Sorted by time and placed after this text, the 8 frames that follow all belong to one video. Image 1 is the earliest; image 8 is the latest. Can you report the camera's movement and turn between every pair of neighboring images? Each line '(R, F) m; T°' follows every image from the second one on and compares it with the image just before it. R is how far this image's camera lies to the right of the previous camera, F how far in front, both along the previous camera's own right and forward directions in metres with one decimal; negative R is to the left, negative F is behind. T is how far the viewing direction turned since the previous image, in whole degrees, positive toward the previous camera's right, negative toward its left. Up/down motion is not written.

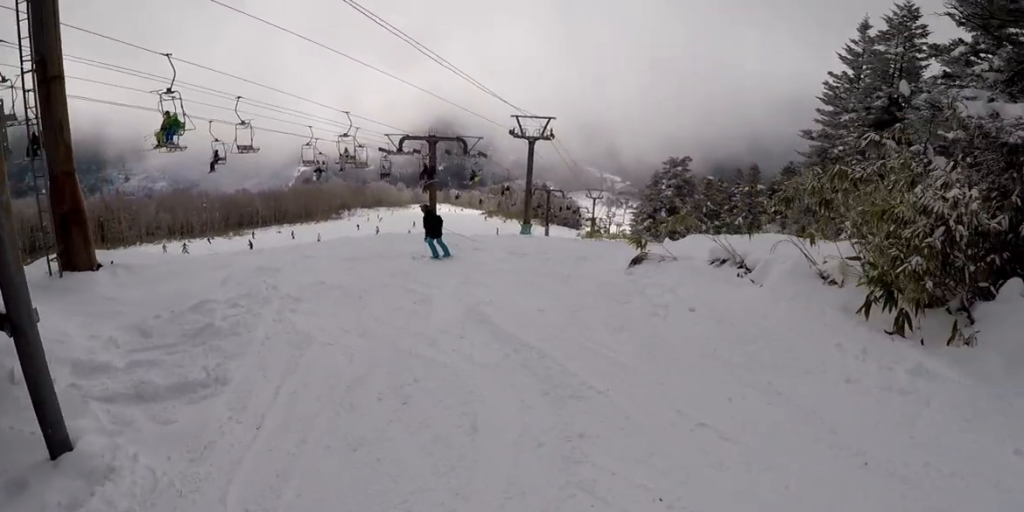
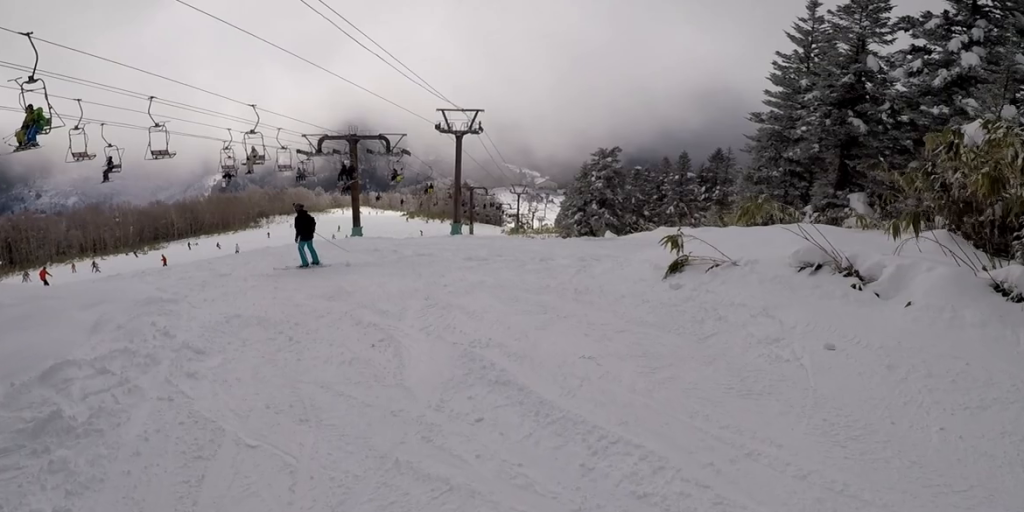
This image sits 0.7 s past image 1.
(0.0, +2.9) m; -3°
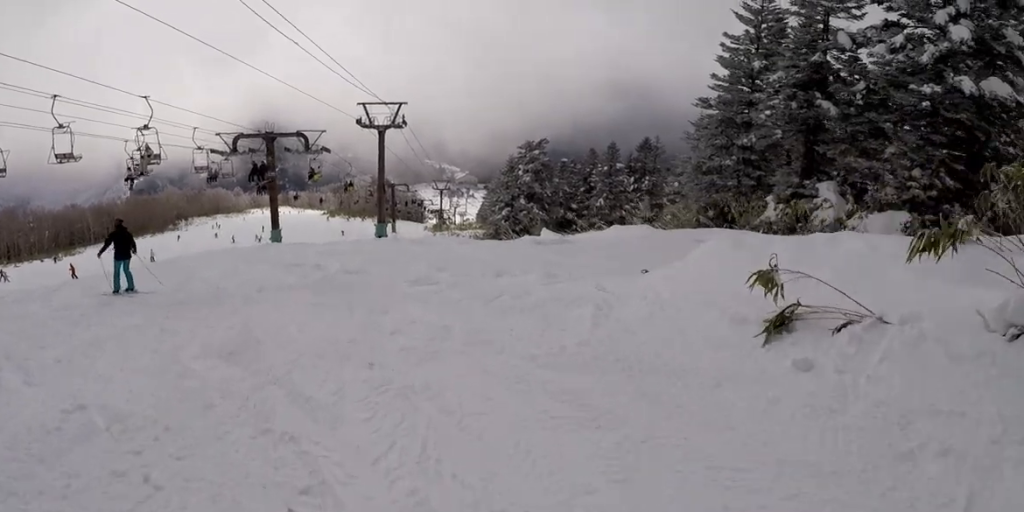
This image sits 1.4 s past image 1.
(-0.1, +2.9) m; -6°
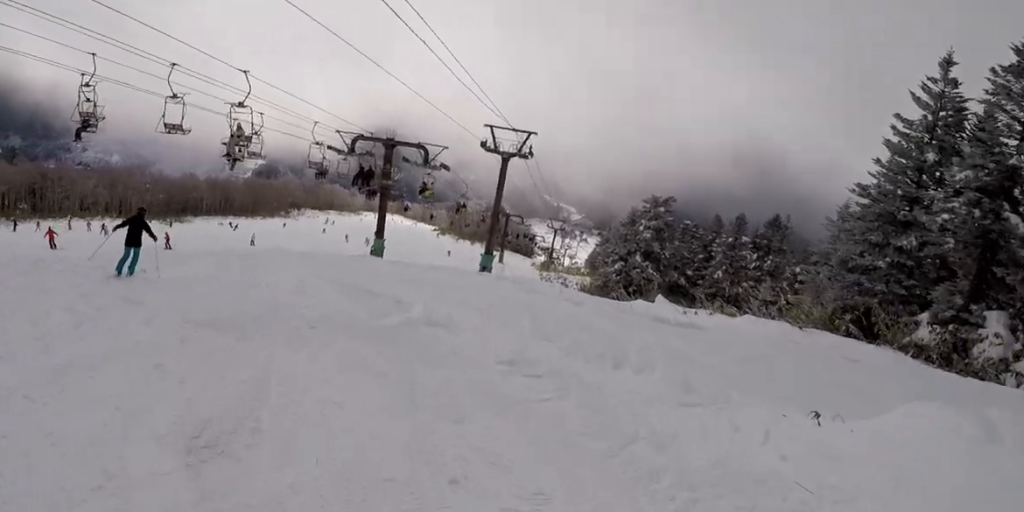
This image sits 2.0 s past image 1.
(0.0, +2.7) m; -8°
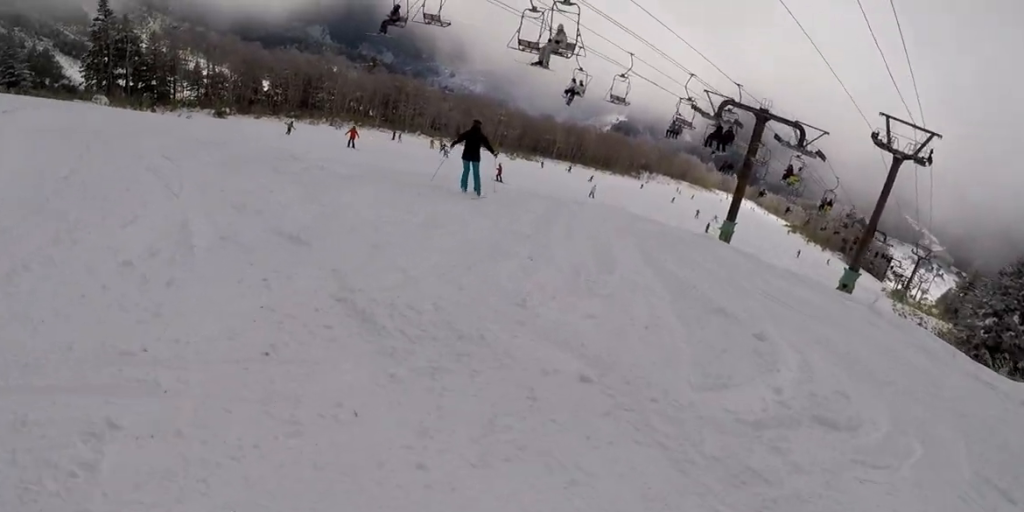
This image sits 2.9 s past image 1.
(-0.5, +4.7) m; -23°
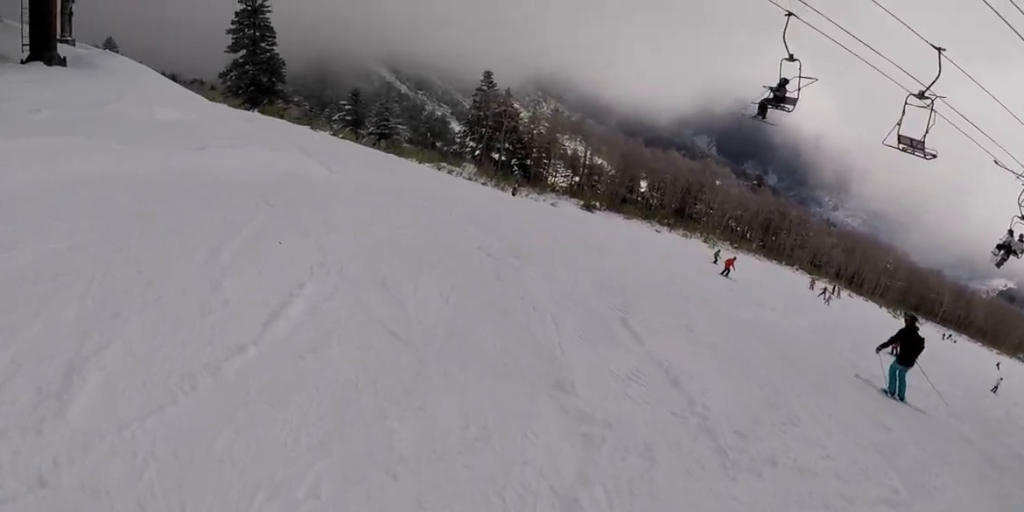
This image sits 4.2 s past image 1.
(-2.1, +5.3) m; -33°
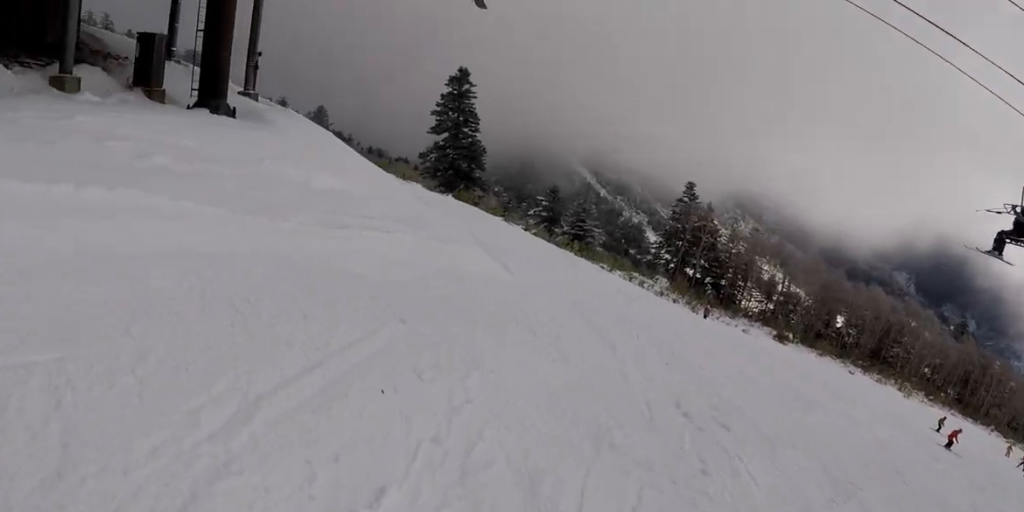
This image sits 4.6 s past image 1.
(-0.3, +1.9) m; -8°
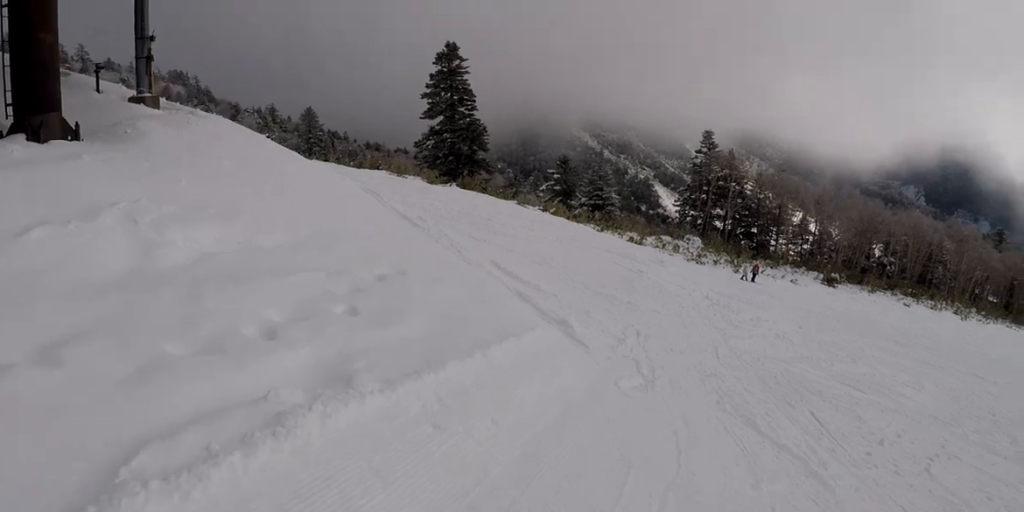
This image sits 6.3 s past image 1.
(-0.7, +6.4) m; +5°
